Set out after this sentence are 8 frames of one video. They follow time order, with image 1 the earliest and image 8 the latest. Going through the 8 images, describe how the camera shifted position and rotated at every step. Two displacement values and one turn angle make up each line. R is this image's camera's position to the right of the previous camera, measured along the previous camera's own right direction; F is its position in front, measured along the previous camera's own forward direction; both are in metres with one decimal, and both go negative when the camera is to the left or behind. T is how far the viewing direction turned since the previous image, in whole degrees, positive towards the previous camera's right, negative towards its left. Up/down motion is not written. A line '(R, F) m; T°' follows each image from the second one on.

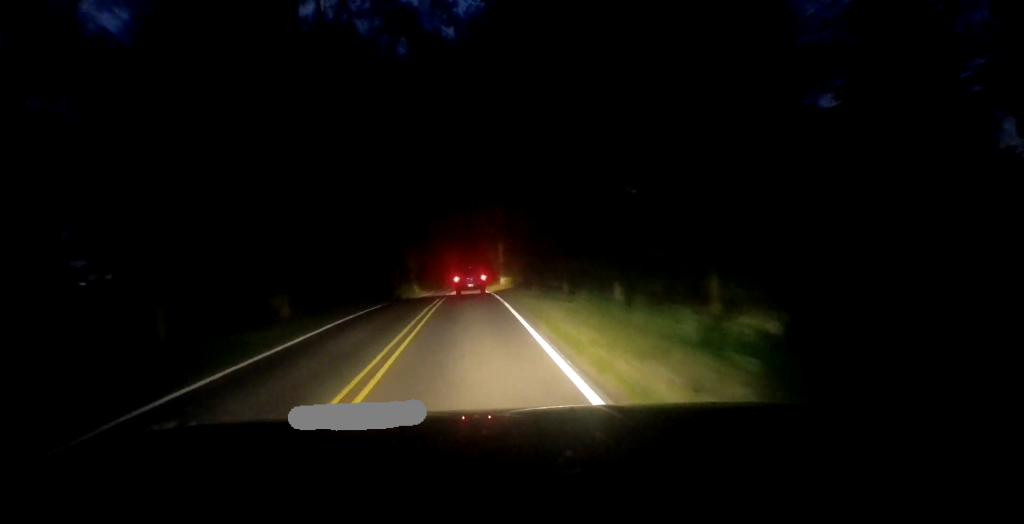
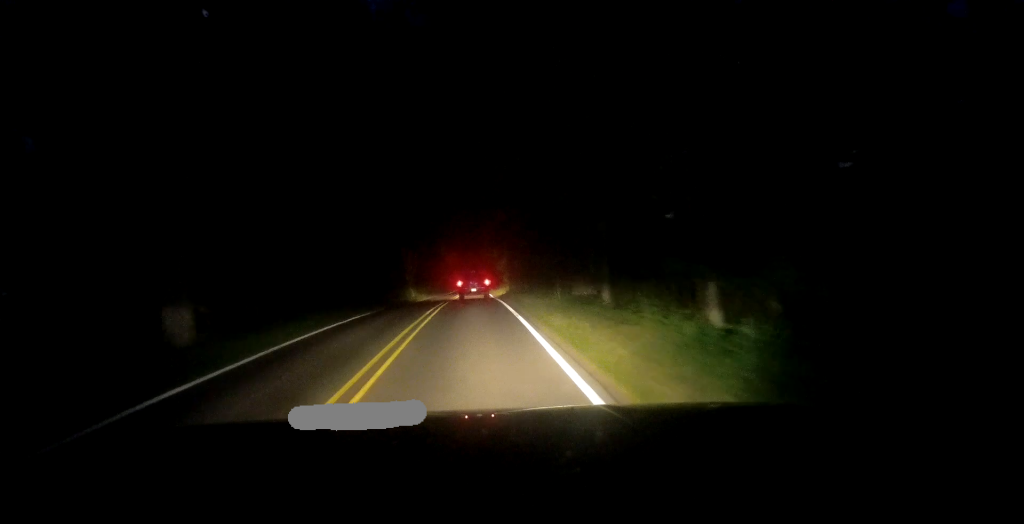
(+0.3, +7.2) m; 0°
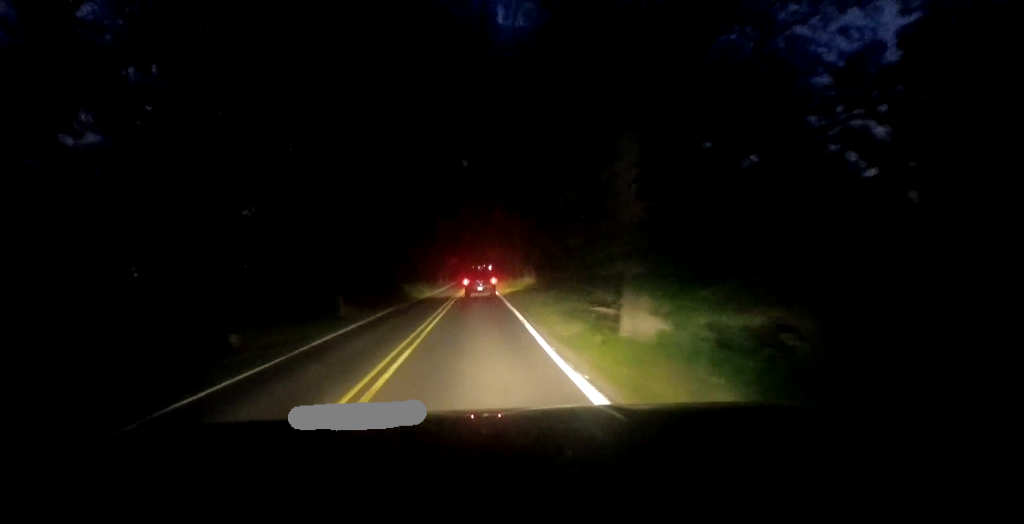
(-0.8, +33.2) m; 0°
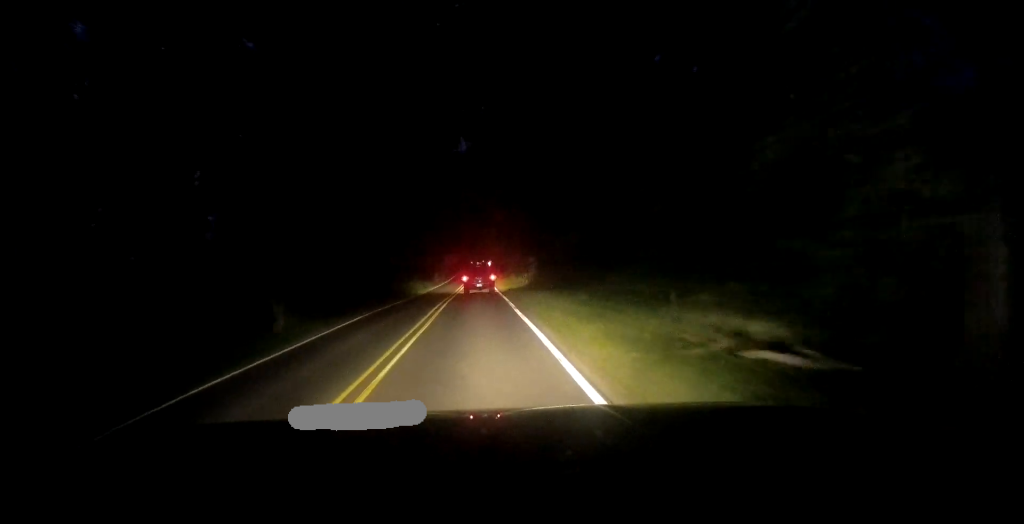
(+0.3, +8.2) m; +2°
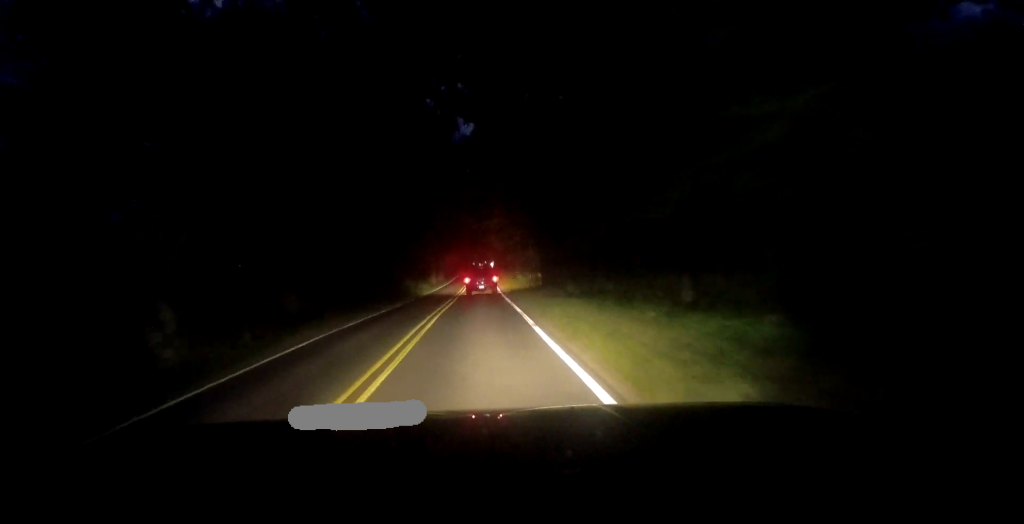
(+0.1, +7.2) m; +1°
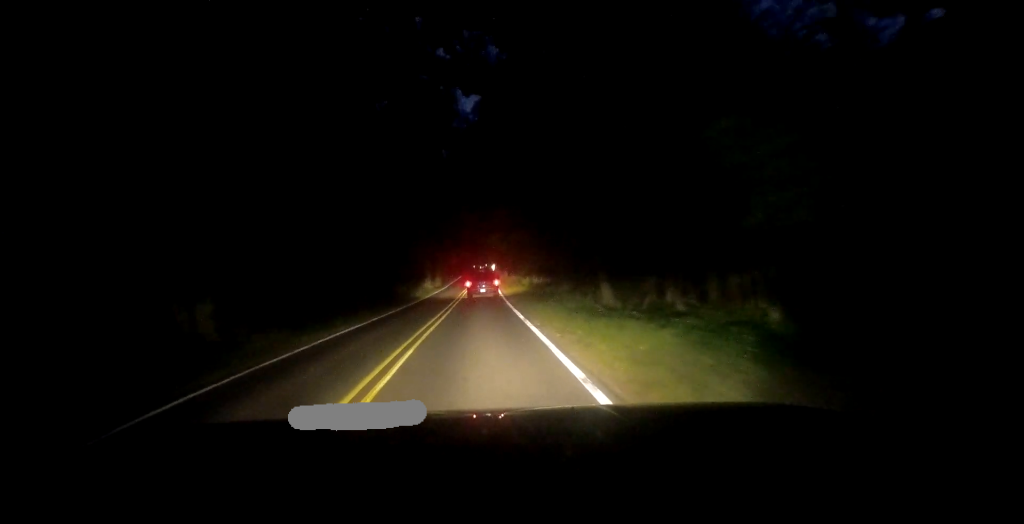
(0.0, +7.6) m; 0°
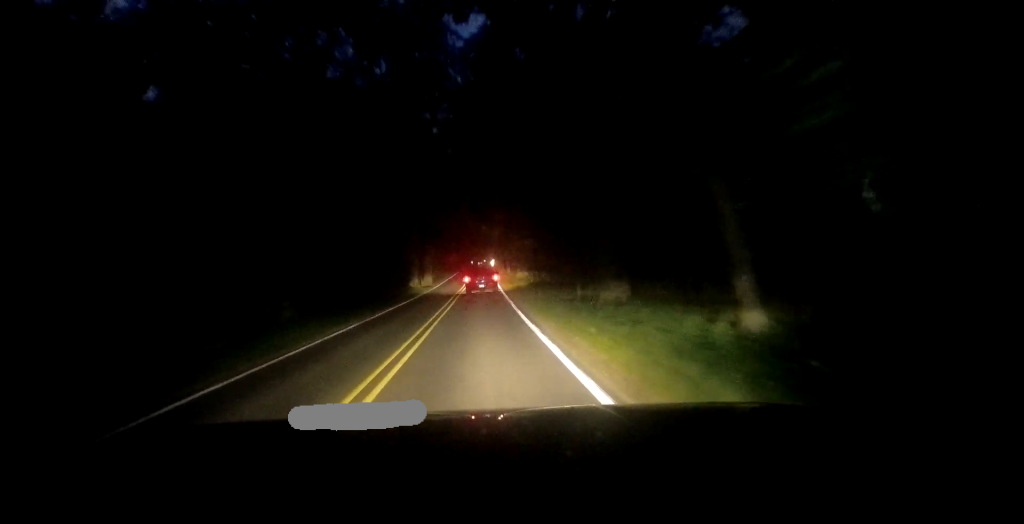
(0.0, +11.1) m; -2°
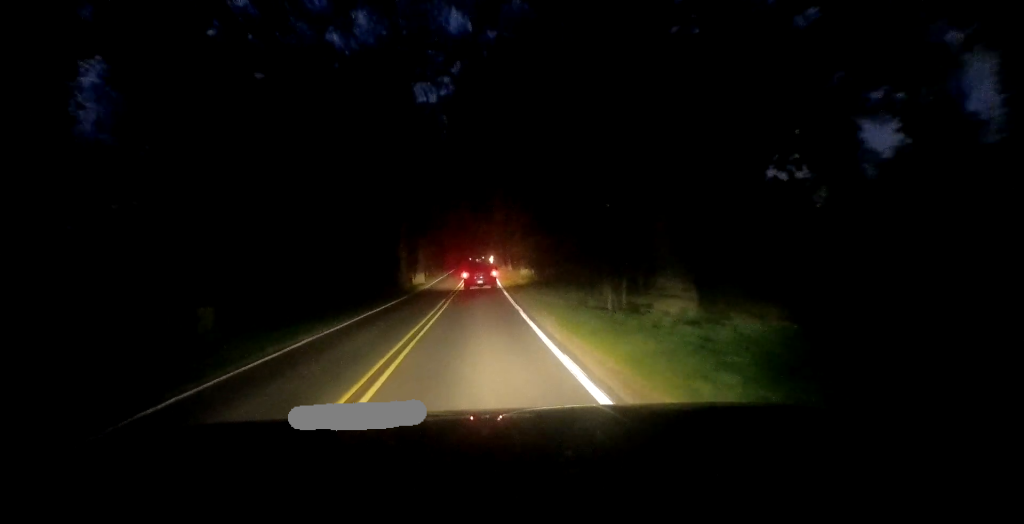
(-0.1, +6.5) m; -1°
